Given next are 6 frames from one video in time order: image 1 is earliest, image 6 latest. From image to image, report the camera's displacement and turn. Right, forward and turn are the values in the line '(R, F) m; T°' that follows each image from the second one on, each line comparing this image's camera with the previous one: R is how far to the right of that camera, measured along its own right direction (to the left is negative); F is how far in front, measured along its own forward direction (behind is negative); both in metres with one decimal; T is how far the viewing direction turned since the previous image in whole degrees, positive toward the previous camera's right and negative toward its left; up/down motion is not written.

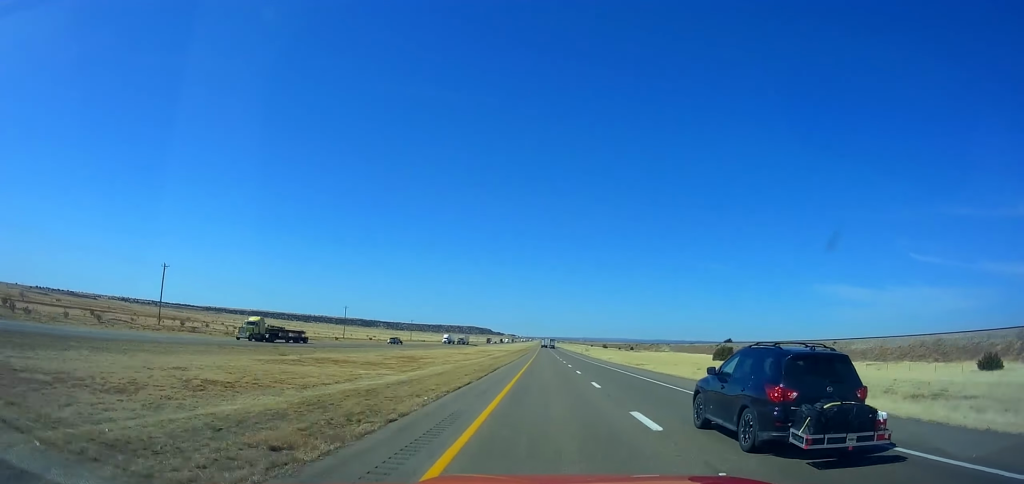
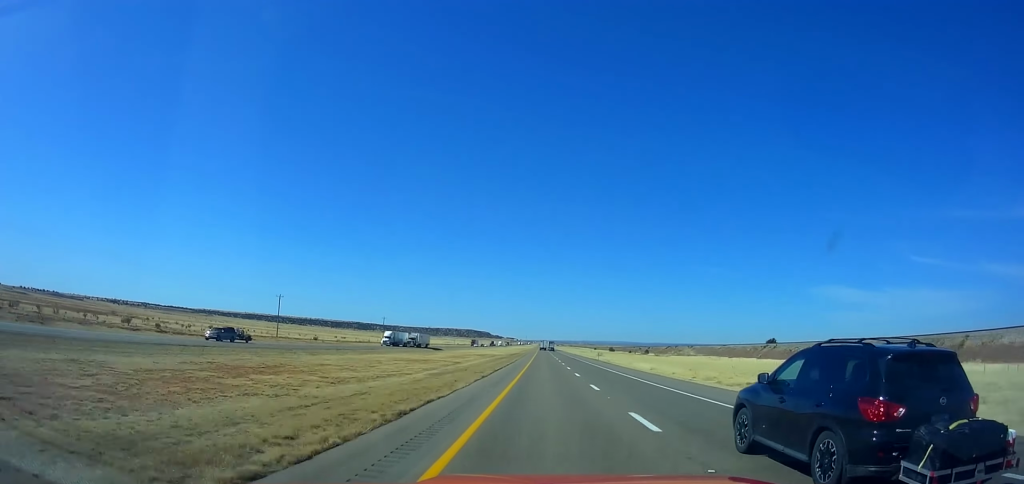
(+0.4, +48.9) m; 0°
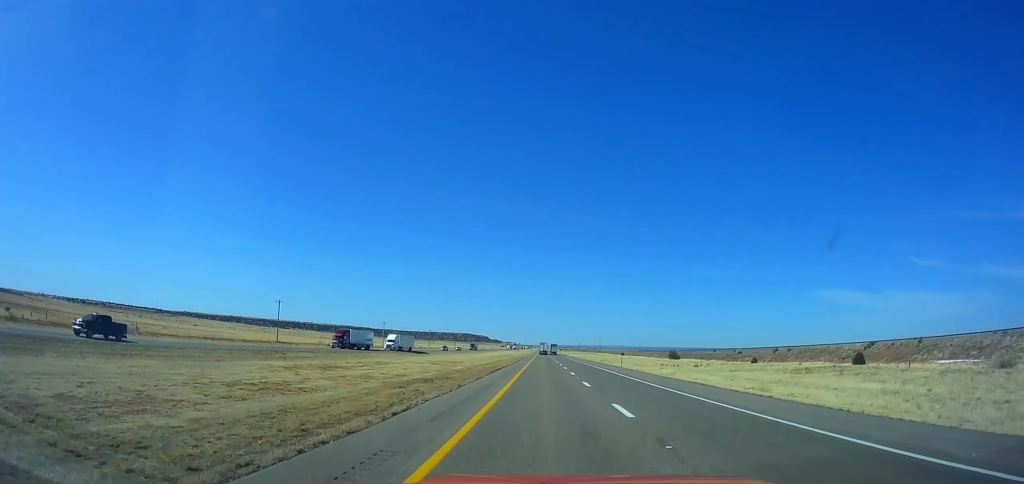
(-0.7, +194.0) m; 0°
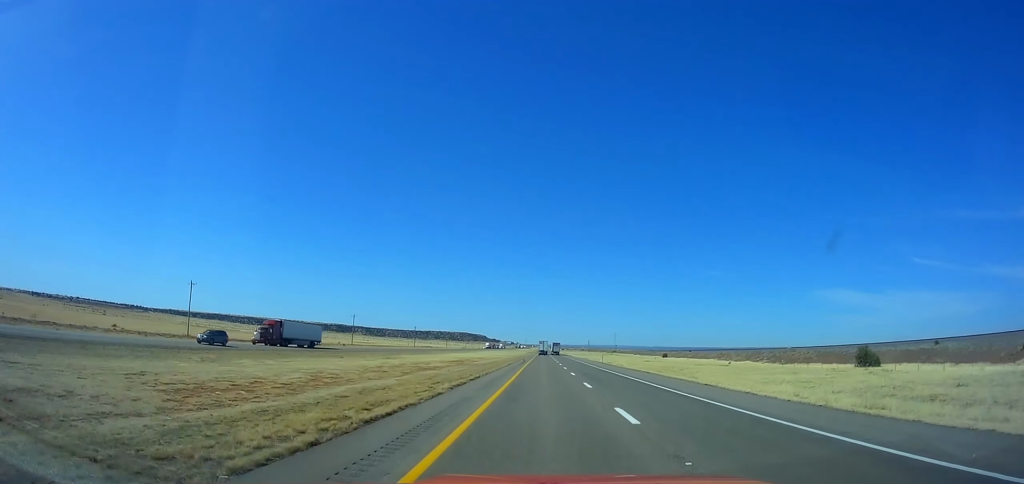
(-0.2, +136.8) m; 0°
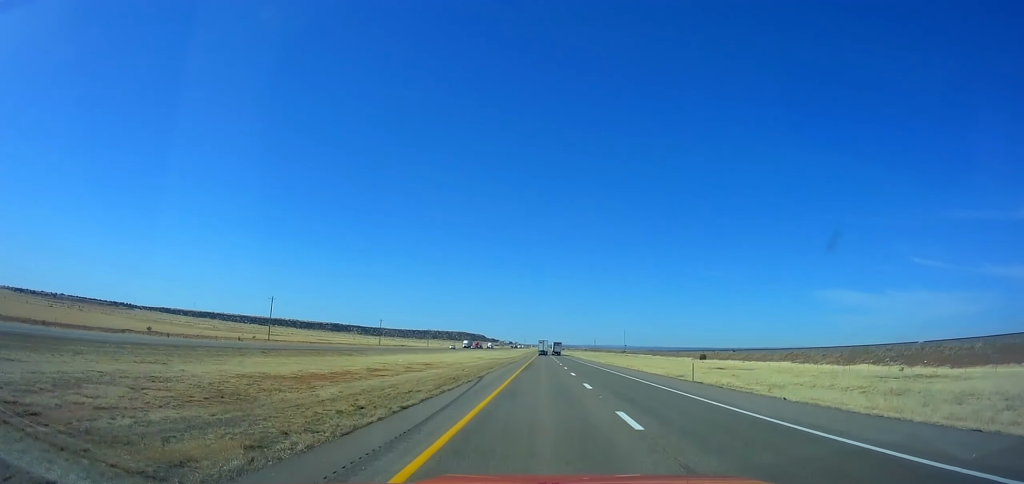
(-0.2, +62.5) m; 0°
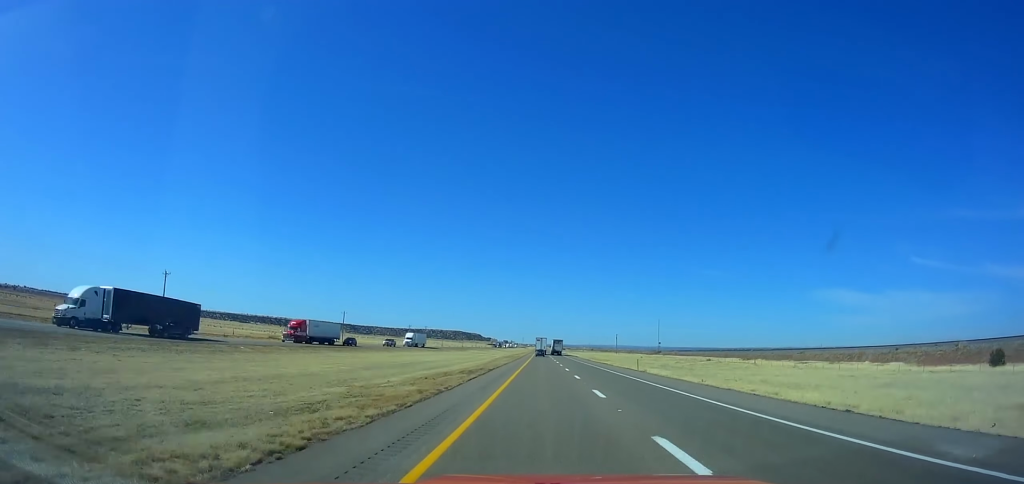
(+0.2, +139.2) m; 0°
